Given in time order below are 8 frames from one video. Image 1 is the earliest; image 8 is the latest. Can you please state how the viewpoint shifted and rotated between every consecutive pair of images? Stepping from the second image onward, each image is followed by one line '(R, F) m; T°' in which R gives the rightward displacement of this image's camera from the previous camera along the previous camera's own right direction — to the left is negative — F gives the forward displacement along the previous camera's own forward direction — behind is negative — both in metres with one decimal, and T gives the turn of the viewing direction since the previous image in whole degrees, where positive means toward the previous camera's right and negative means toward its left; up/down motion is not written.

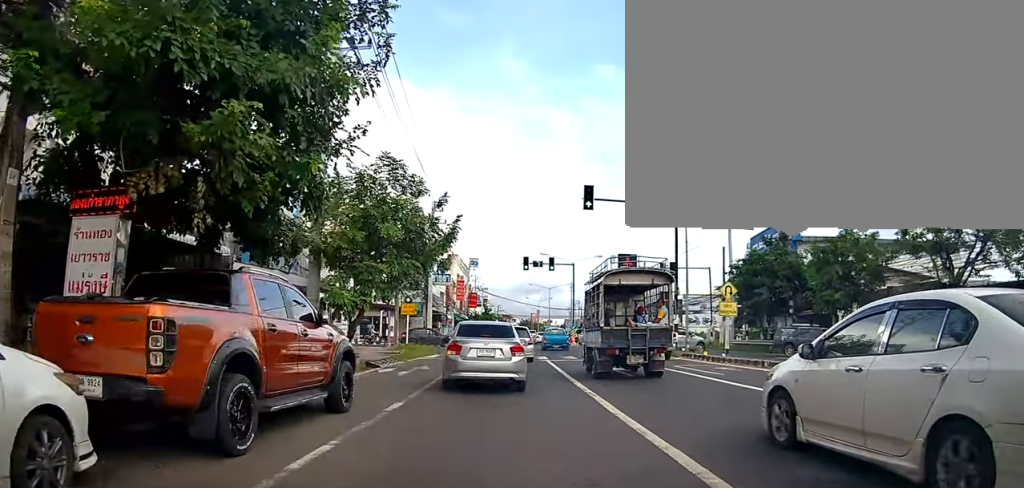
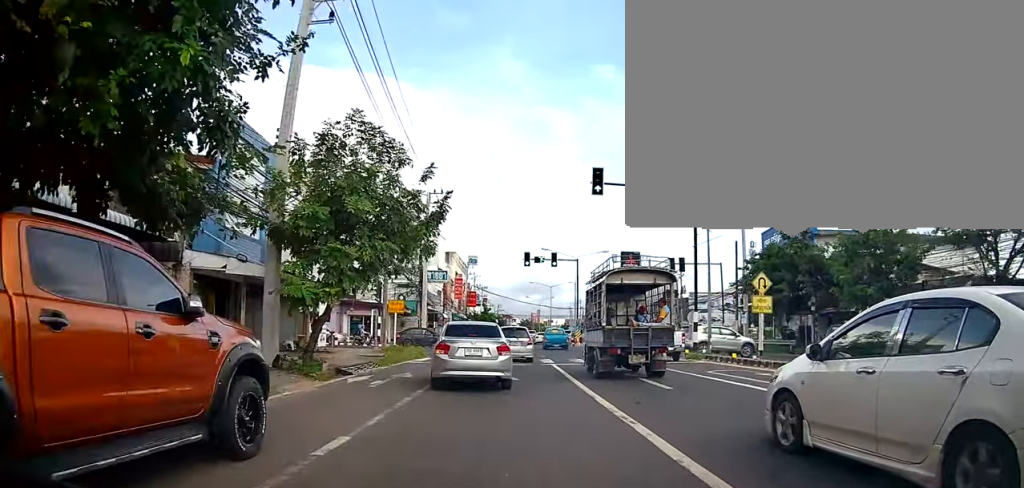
(+0.1, +3.1) m; +1°
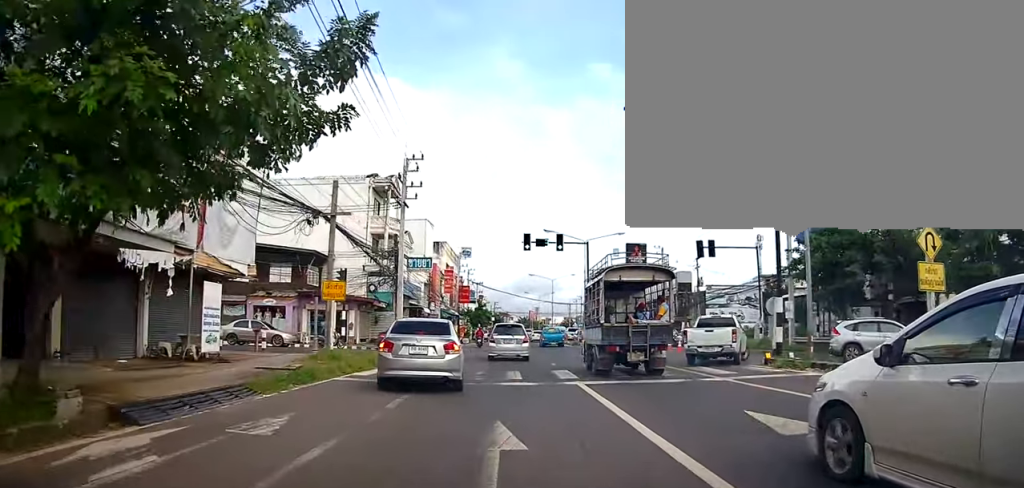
(+0.2, +8.3) m; +3°
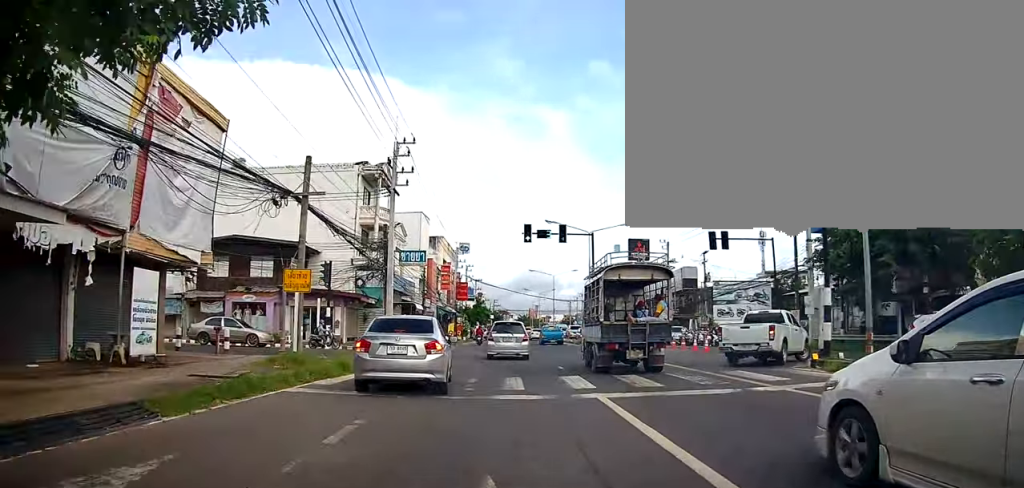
(+0.1, +2.9) m; 0°
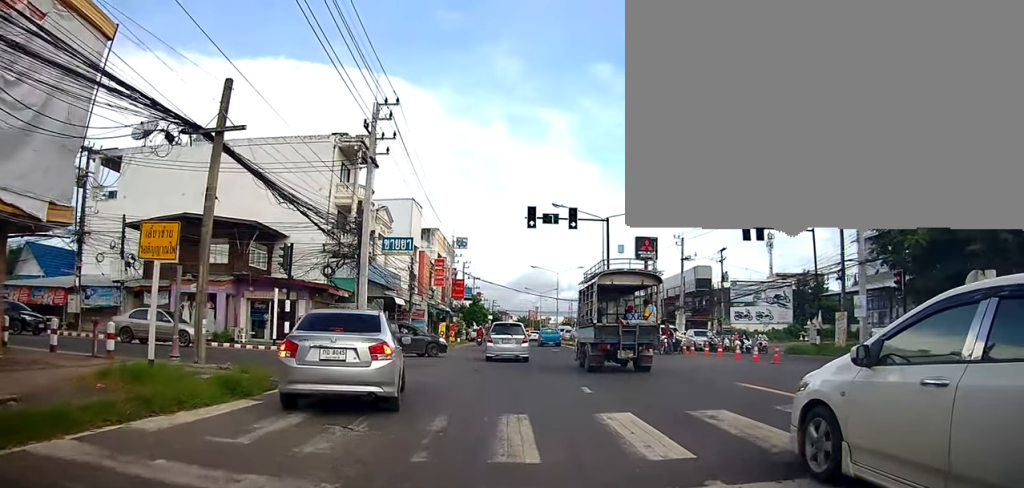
(0.0, +6.3) m; 0°
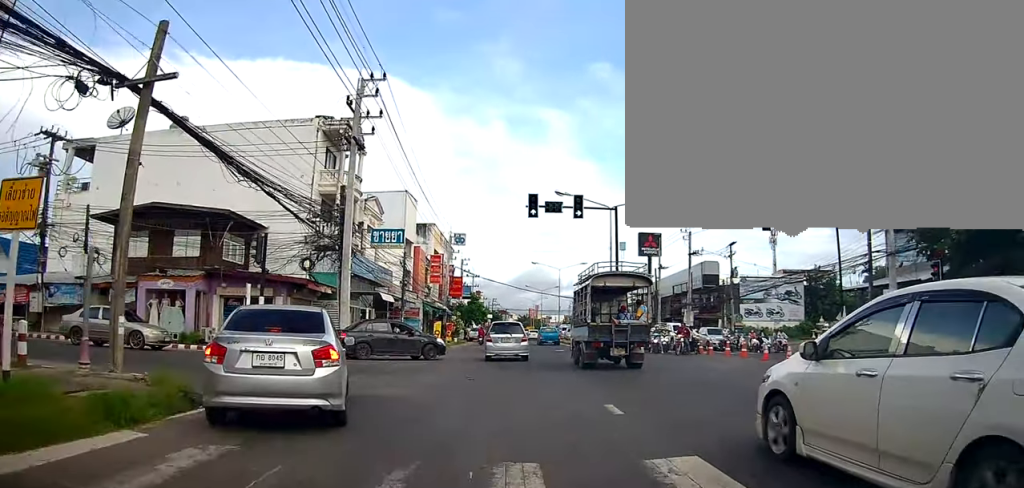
(0.0, +3.2) m; +2°
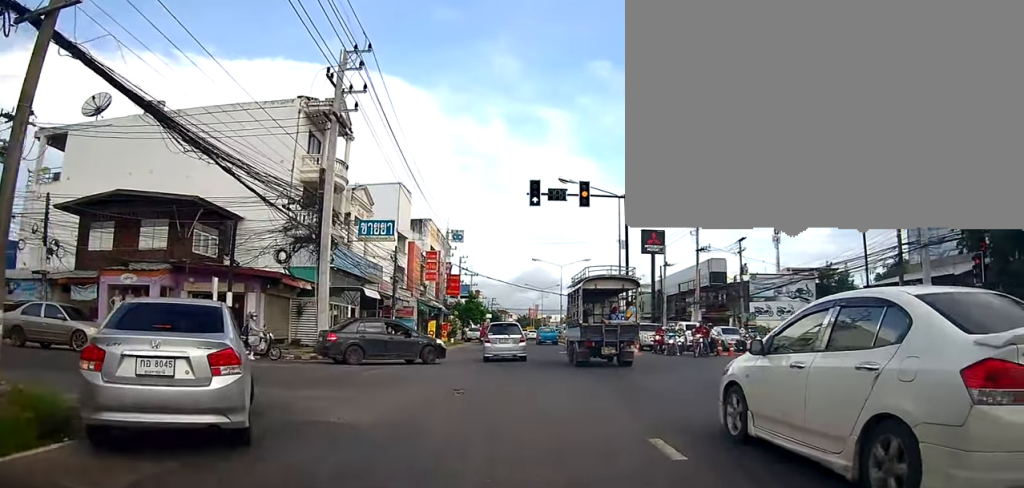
(-0.1, +3.1) m; +4°
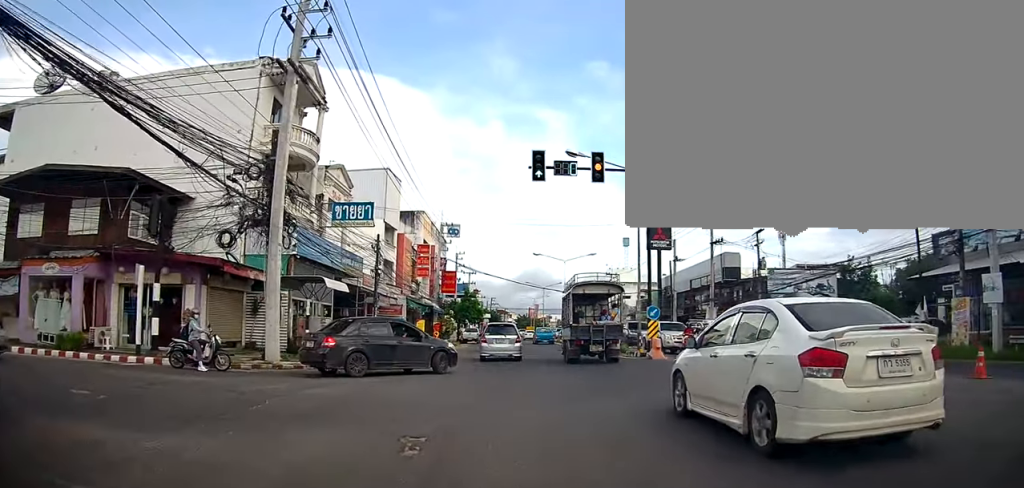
(+0.5, +5.0) m; +1°
